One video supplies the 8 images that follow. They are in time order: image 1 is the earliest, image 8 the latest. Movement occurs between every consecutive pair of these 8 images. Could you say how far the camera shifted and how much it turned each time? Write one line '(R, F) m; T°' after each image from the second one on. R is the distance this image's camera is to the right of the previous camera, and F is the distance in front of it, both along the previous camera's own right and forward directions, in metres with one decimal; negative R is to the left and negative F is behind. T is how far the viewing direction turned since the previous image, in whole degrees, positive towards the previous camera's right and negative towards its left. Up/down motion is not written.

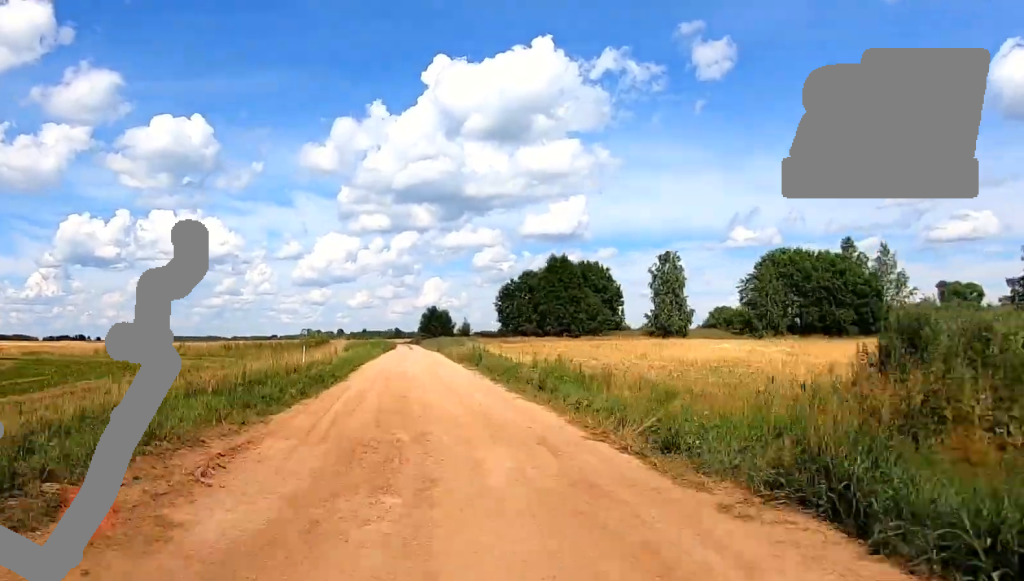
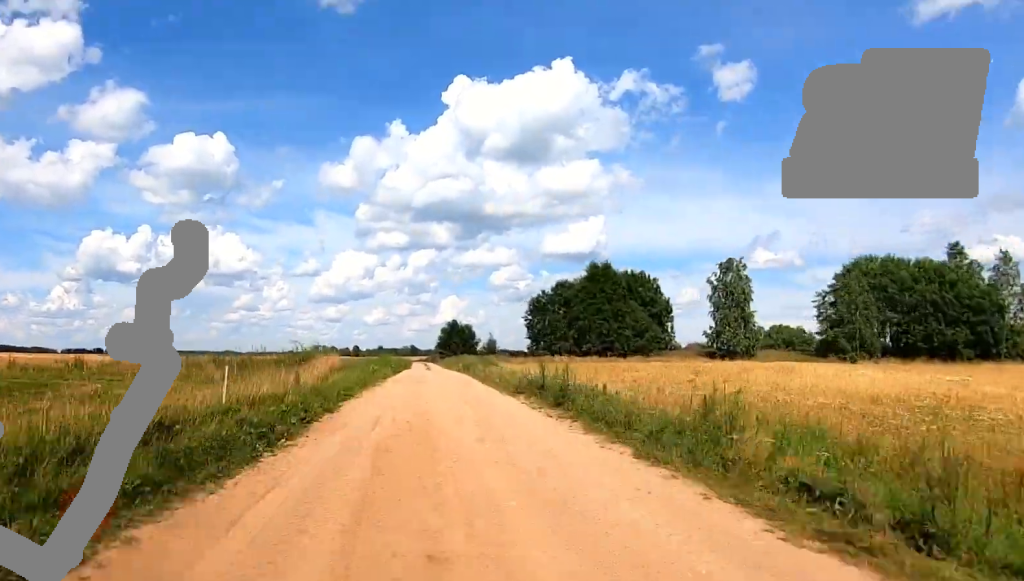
(+0.1, +10.9) m; 0°
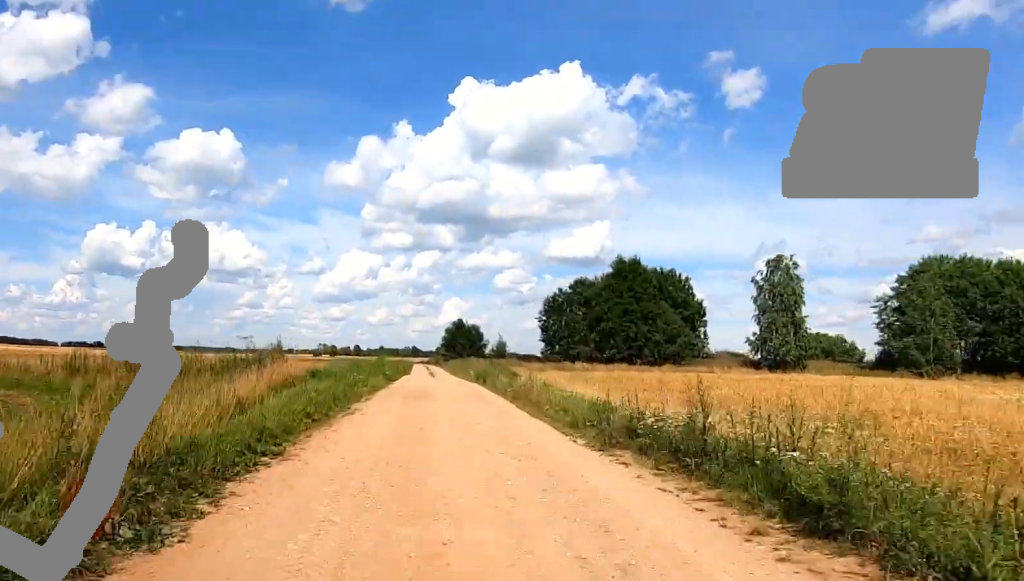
(+0.1, +8.7) m; -1°
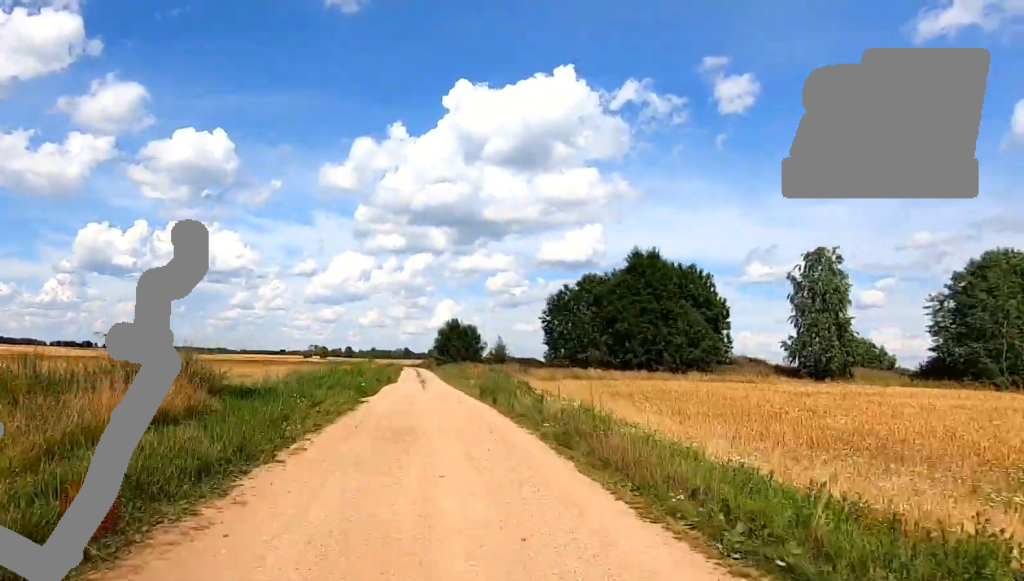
(-0.1, +8.2) m; -1°
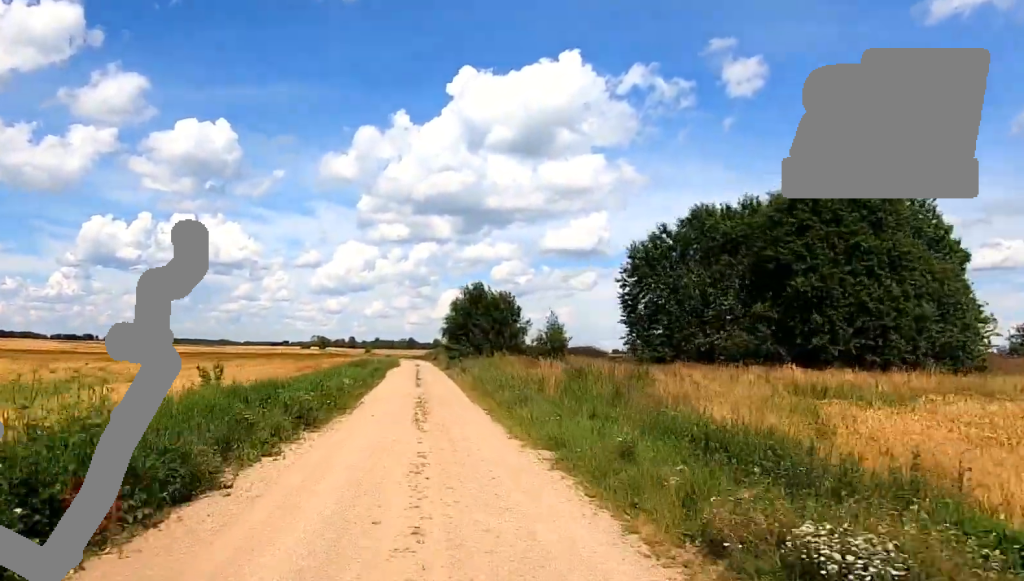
(-0.2, +27.9) m; +1°
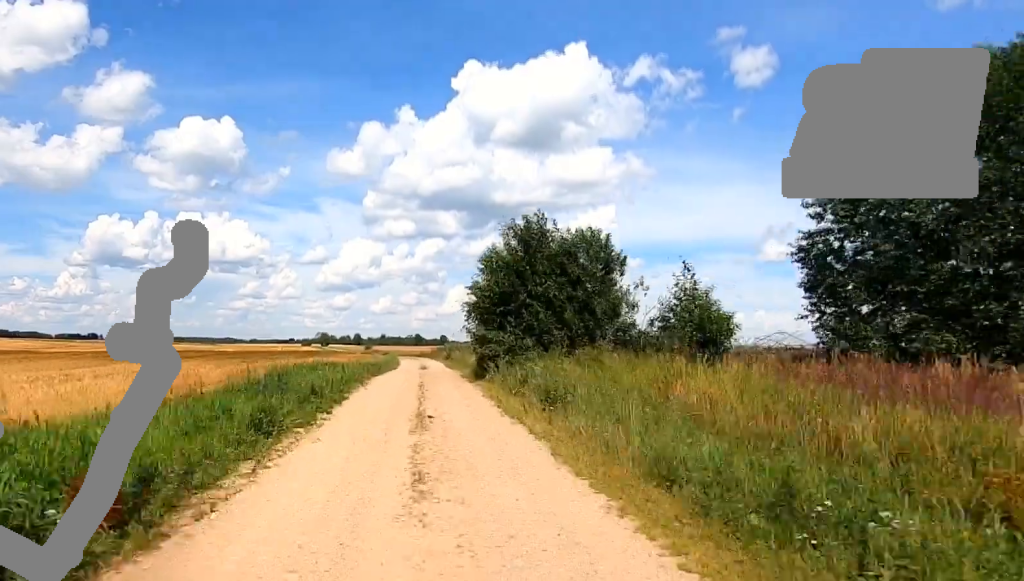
(+0.1, +20.9) m; 0°
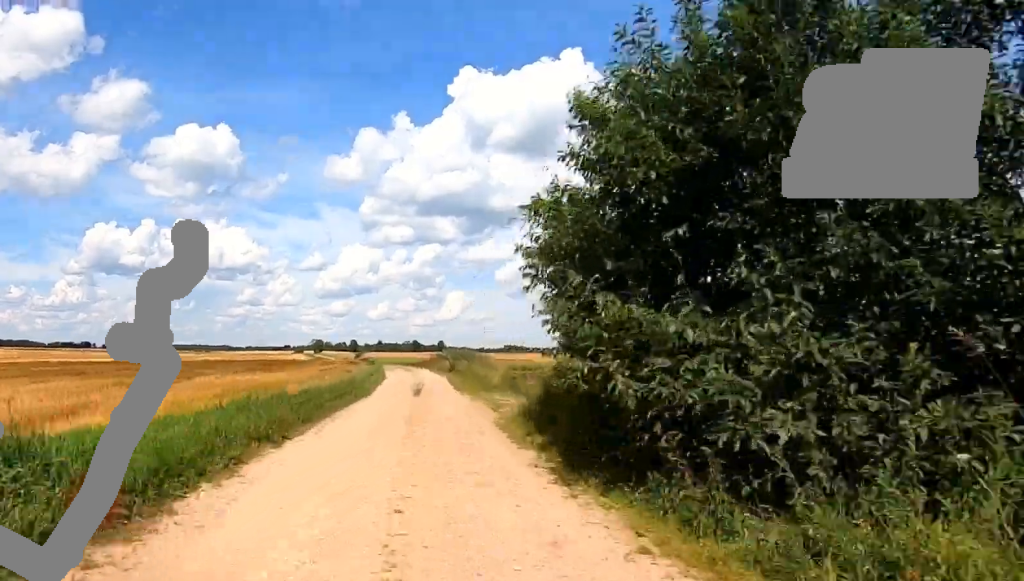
(0.0, +17.1) m; -3°
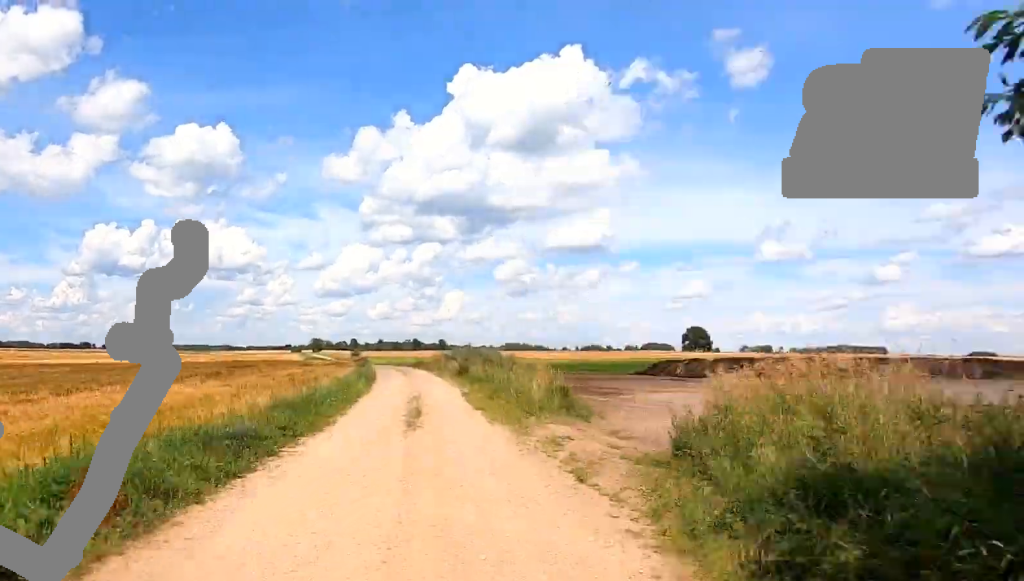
(-0.4, +9.7) m; -2°
